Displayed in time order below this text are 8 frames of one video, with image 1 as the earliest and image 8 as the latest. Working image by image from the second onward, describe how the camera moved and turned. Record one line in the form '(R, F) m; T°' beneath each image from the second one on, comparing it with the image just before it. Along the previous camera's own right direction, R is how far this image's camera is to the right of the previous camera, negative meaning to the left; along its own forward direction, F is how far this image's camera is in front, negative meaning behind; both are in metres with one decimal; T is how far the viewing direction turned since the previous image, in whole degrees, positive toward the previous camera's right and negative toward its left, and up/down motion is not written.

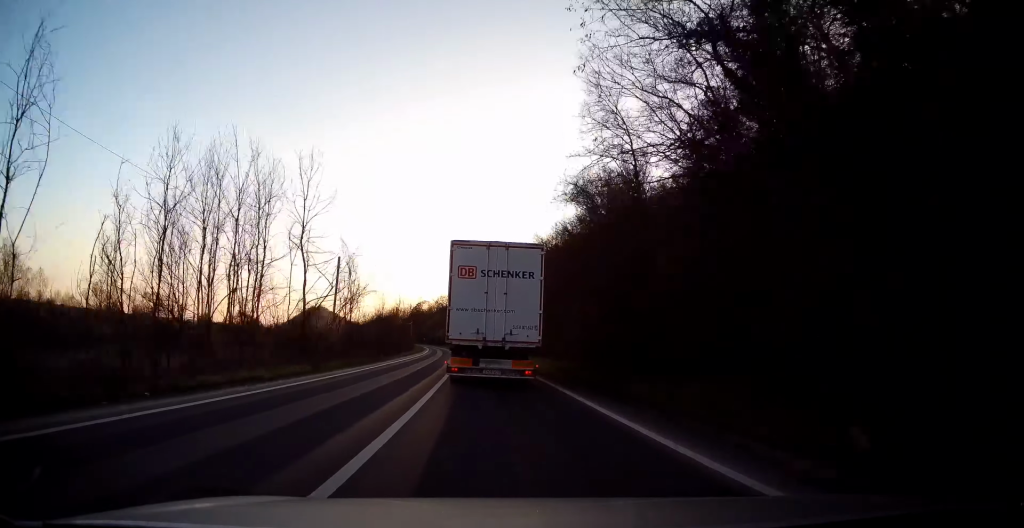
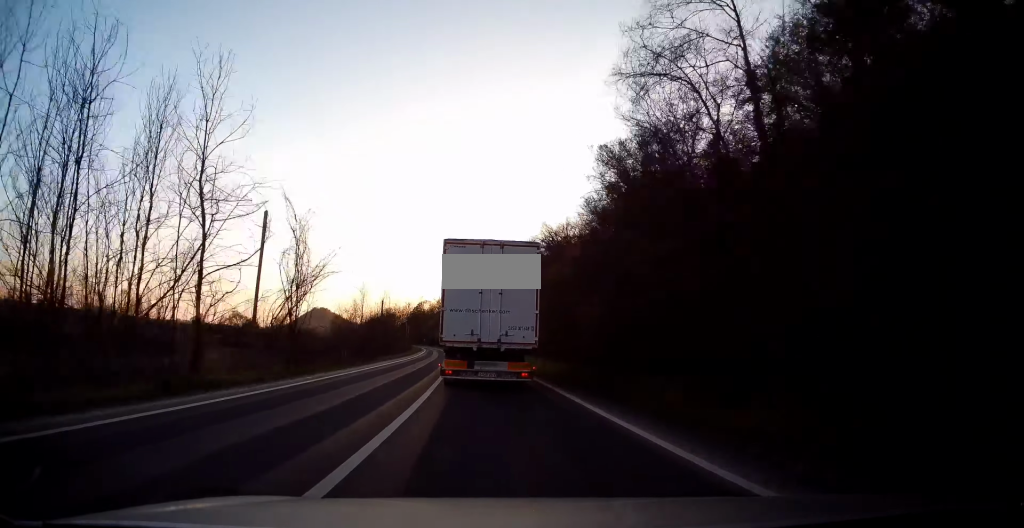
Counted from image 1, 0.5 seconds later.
(+0.1, +11.2) m; -1°
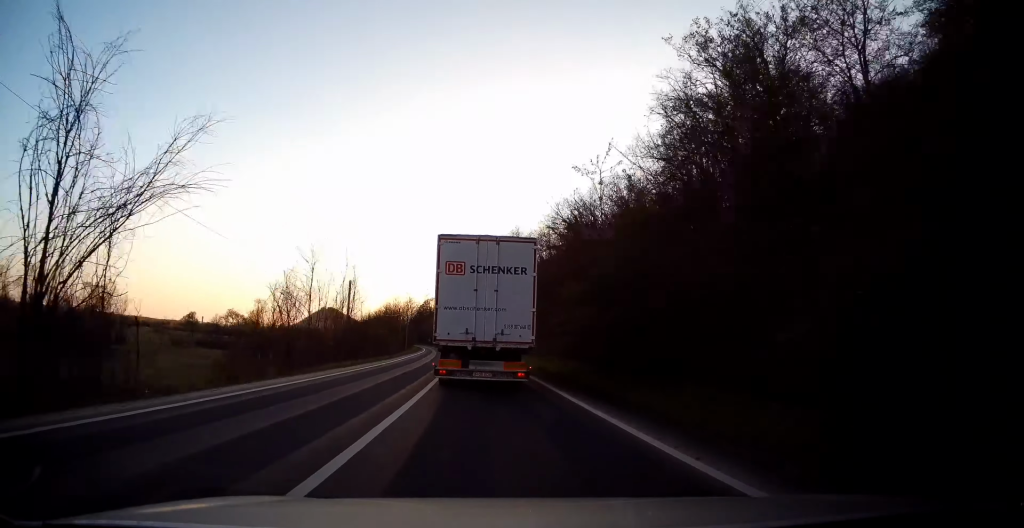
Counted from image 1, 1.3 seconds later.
(-0.4, +16.5) m; -1°
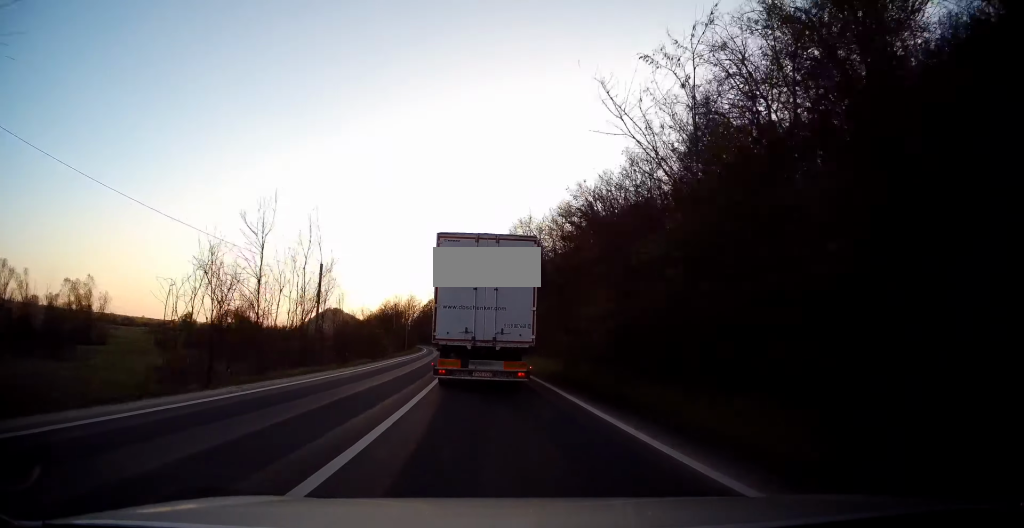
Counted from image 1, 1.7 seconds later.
(-0.1, +8.2) m; -1°
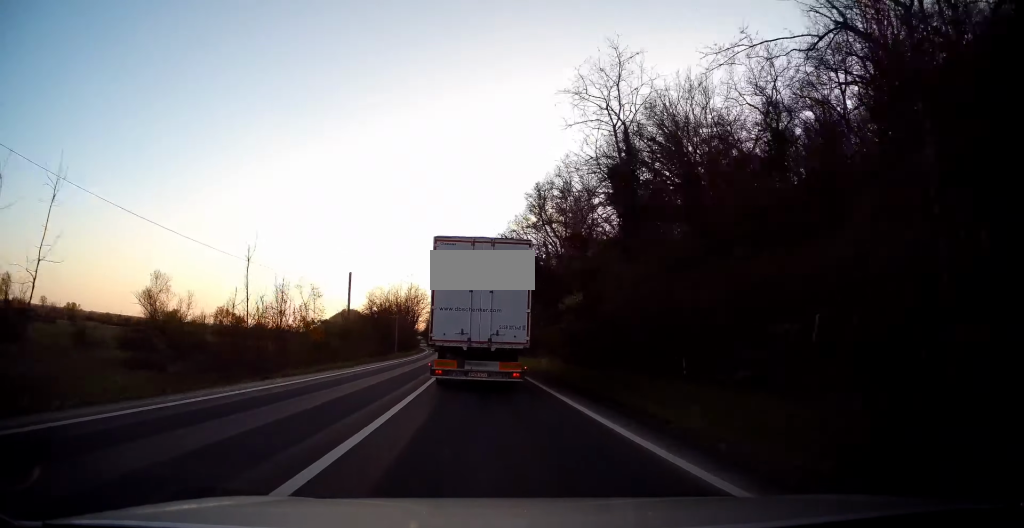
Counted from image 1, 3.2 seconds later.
(-0.5, +28.9) m; -2°
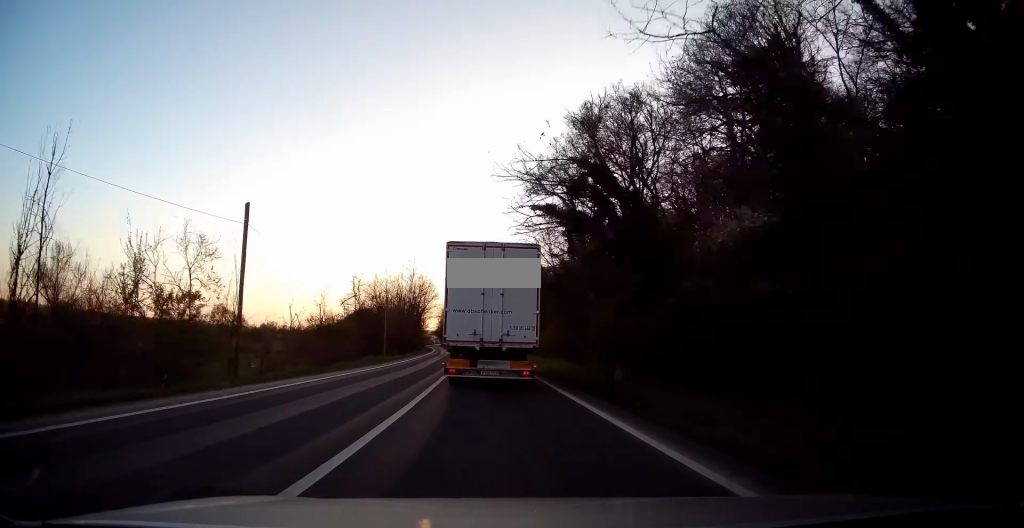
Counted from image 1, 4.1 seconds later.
(-0.3, +18.5) m; -1°
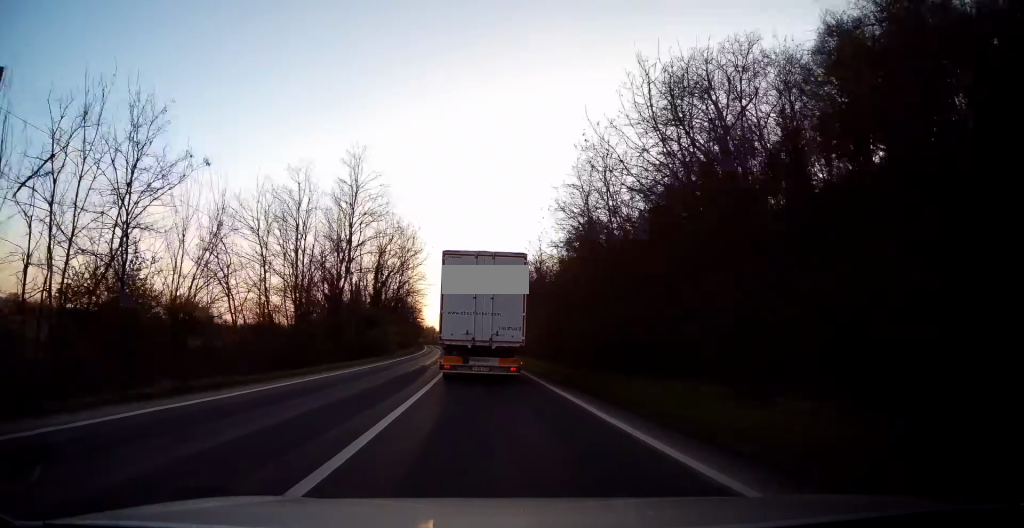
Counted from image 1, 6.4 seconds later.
(-1.0, +45.8) m; -2°
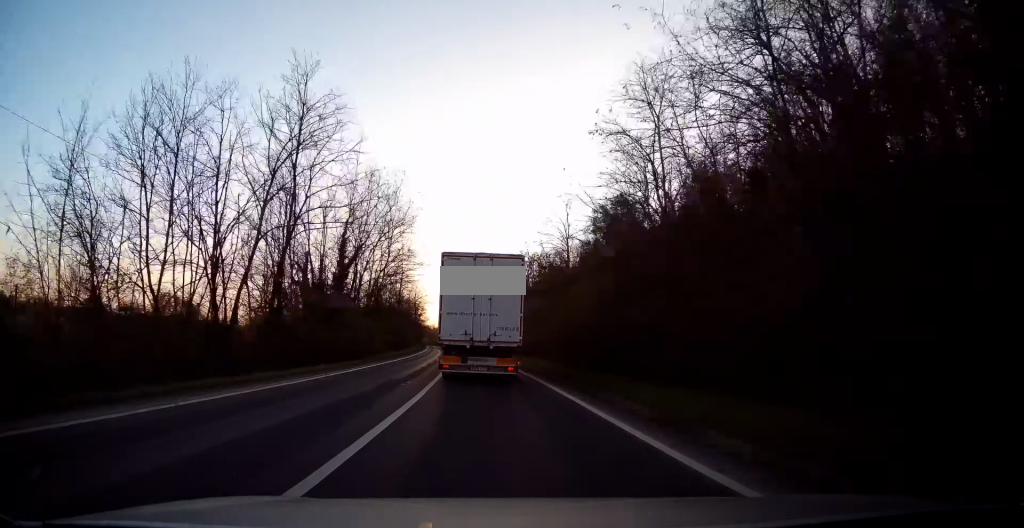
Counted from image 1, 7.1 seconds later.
(+0.2, +13.2) m; -1°
